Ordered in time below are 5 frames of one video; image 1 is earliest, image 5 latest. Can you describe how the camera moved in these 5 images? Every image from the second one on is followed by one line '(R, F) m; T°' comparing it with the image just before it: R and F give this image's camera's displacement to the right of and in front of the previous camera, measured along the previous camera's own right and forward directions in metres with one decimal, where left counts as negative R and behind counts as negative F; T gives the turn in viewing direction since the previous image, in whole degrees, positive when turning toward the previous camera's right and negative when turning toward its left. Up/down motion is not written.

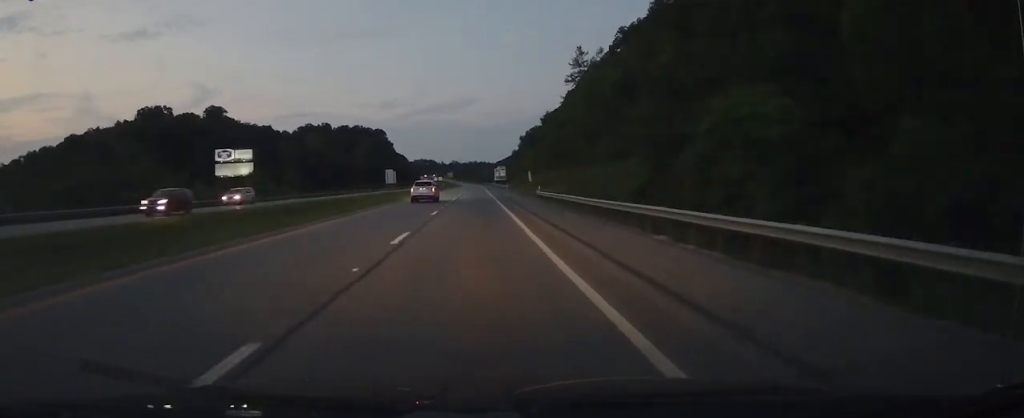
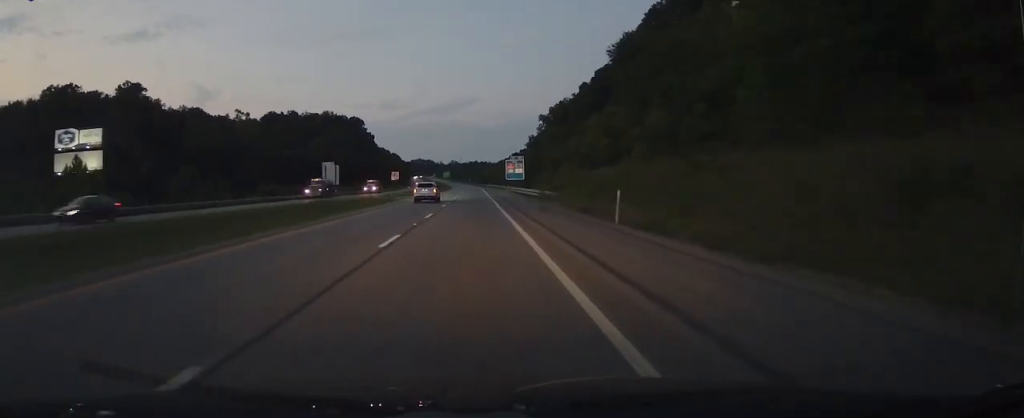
(-0.4, +79.4) m; -1°
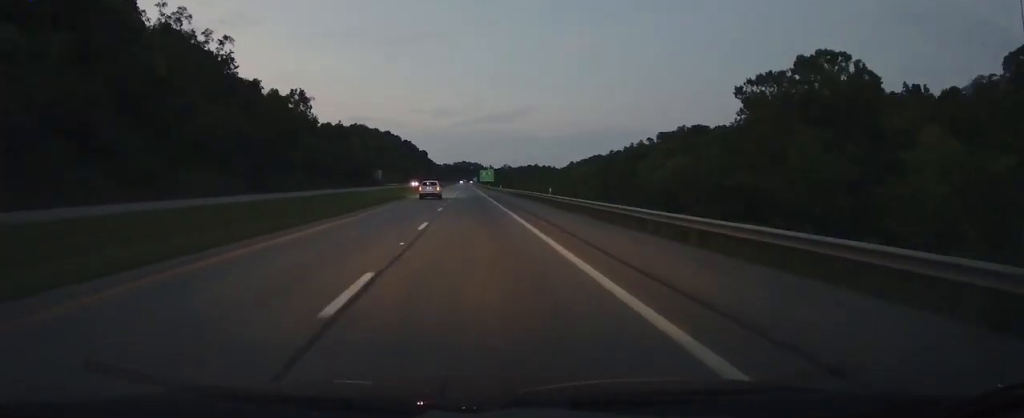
(-15.0, +338.0) m; -6°
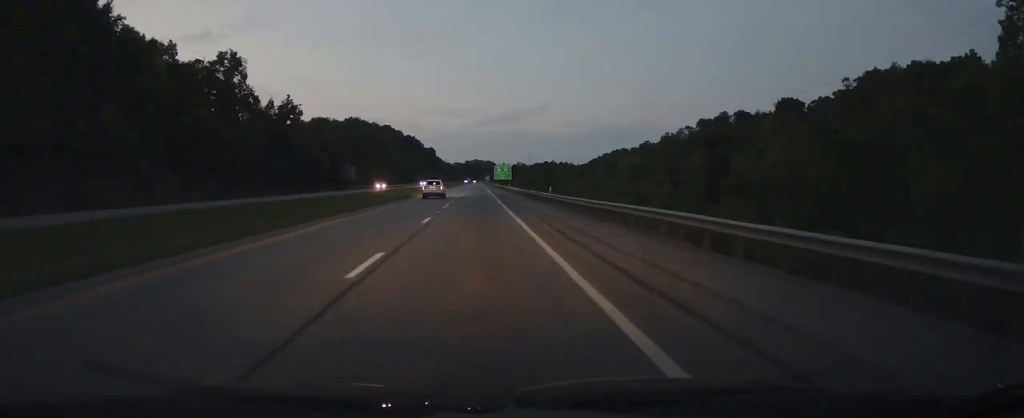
(-0.8, +57.4) m; 0°
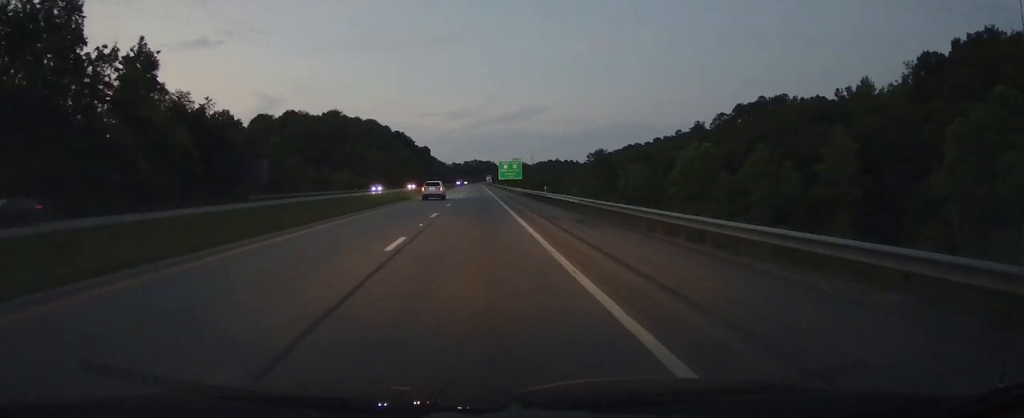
(-0.5, +57.5) m; 0°
